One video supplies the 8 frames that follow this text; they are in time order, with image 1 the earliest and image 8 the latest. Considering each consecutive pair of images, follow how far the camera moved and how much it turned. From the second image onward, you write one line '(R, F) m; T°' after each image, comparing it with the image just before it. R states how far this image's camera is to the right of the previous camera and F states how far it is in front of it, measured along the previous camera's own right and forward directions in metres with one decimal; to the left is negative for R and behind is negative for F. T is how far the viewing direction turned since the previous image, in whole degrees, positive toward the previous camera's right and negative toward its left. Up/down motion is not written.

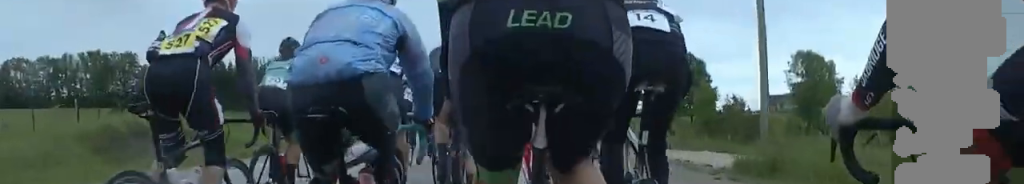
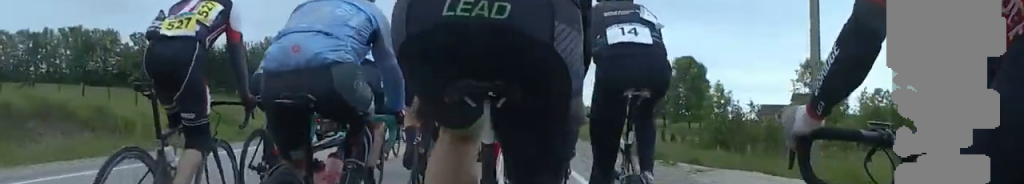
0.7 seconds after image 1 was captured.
(0.0, +4.1) m; 0°
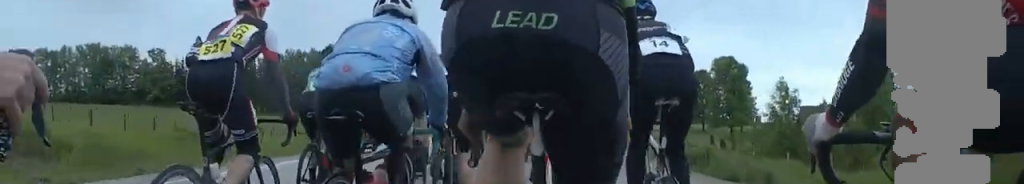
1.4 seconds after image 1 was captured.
(-0.6, +4.8) m; 0°
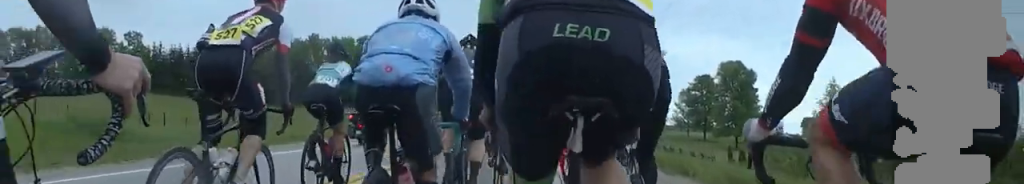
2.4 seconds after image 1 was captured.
(+0.8, +5.8) m; +1°
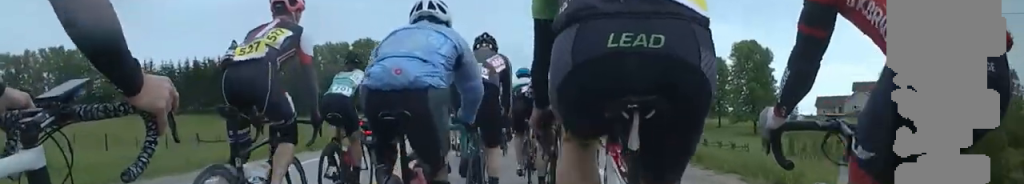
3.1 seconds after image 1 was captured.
(-0.6, +3.8) m; -2°
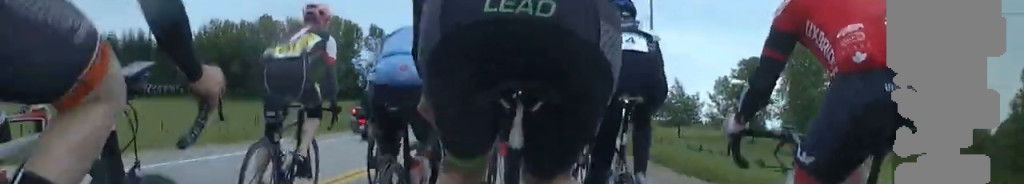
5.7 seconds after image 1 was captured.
(+1.1, +14.2) m; -1°
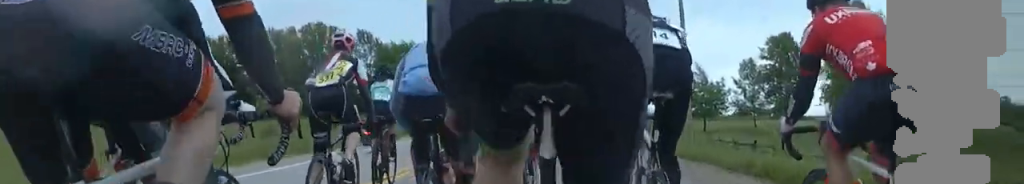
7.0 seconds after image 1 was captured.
(-0.2, +6.6) m; -2°
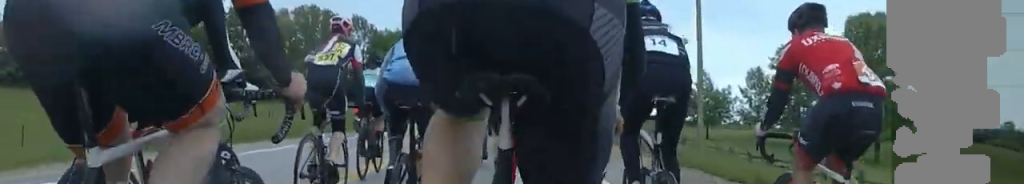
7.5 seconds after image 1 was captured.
(+0.1, +2.6) m; +1°
